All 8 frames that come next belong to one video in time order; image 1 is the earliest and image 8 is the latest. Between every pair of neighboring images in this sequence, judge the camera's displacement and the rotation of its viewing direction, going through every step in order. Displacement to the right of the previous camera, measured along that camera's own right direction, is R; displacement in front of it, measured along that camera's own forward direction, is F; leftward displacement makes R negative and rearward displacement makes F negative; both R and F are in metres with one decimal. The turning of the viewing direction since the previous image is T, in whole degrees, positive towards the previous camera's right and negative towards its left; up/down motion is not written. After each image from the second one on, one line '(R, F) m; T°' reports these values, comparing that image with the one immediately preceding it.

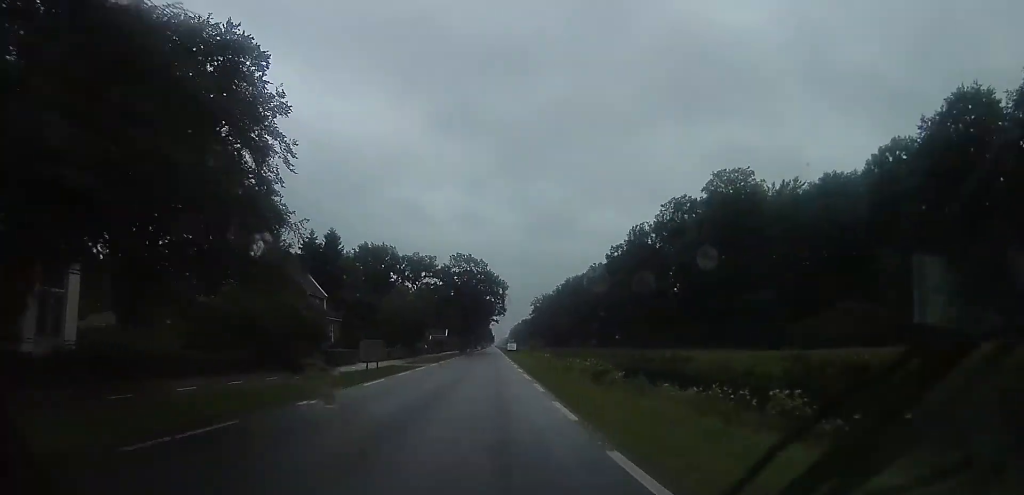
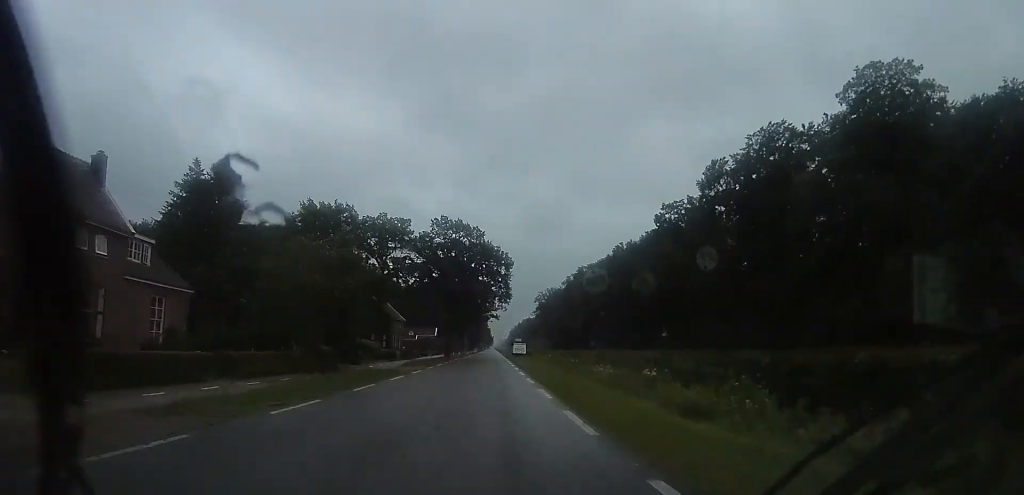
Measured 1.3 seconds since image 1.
(+0.9, +31.7) m; +3°
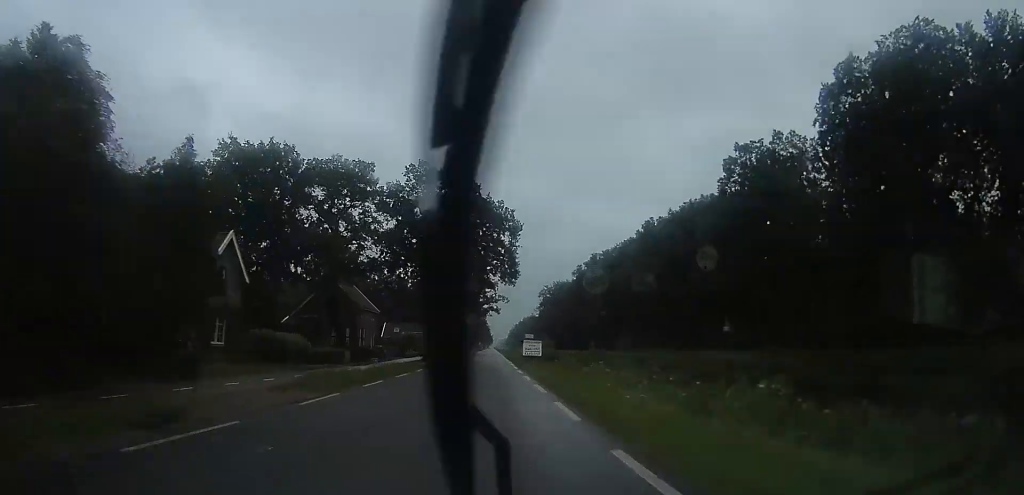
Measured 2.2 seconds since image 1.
(+0.5, +22.7) m; 0°
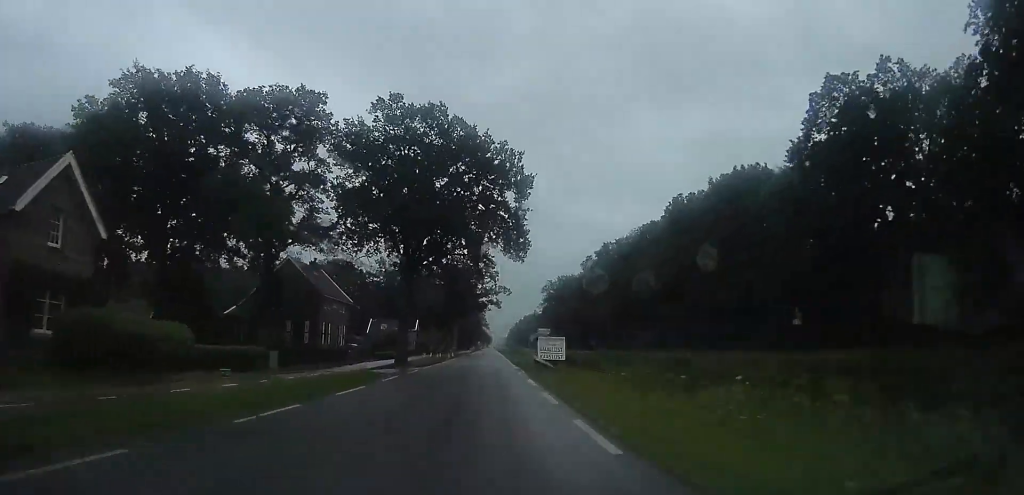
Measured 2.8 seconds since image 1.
(-0.2, +15.1) m; -2°
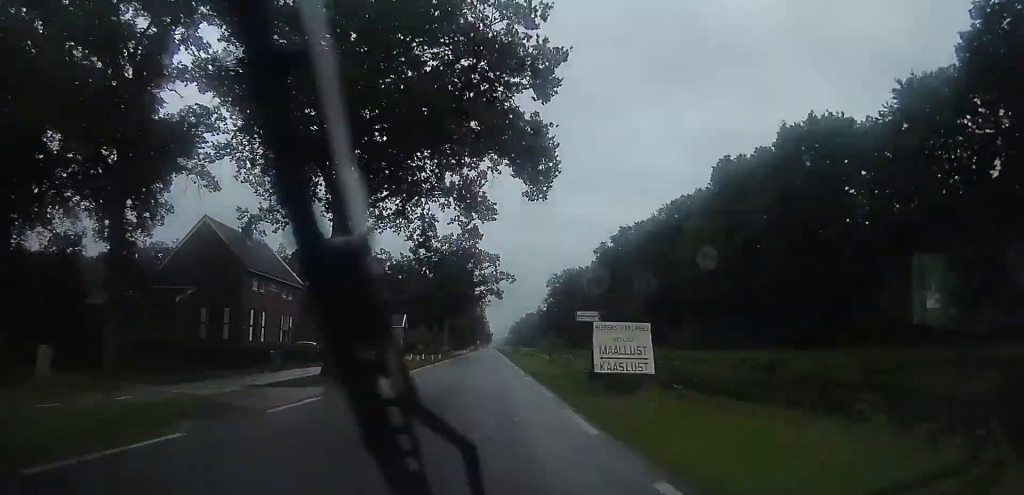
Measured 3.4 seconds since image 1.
(-0.3, +16.7) m; -1°
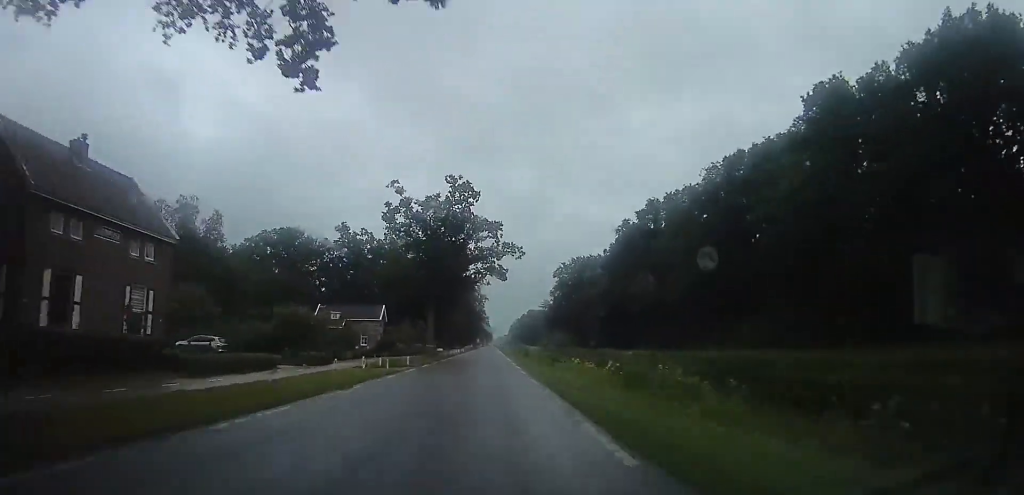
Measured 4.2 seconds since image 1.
(-0.2, +20.1) m; 0°
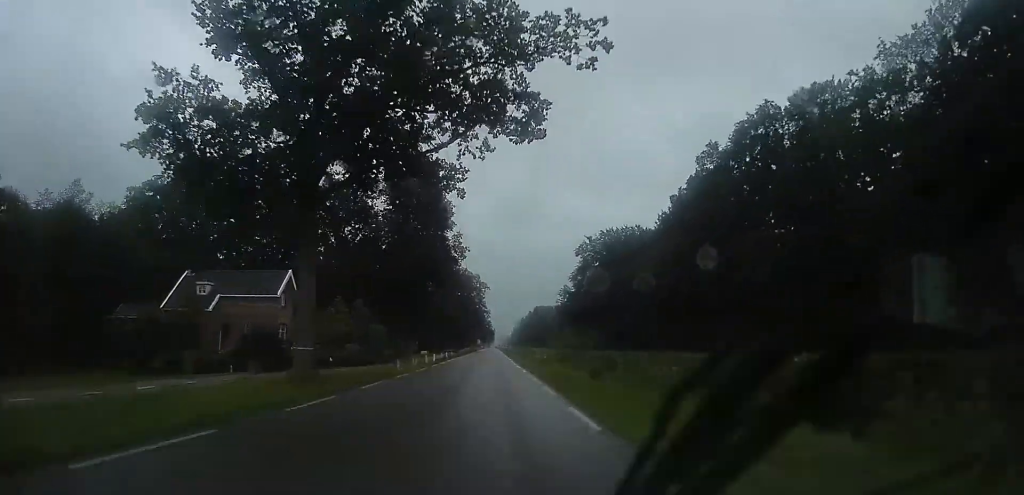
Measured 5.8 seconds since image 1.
(0.0, +39.6) m; +1°
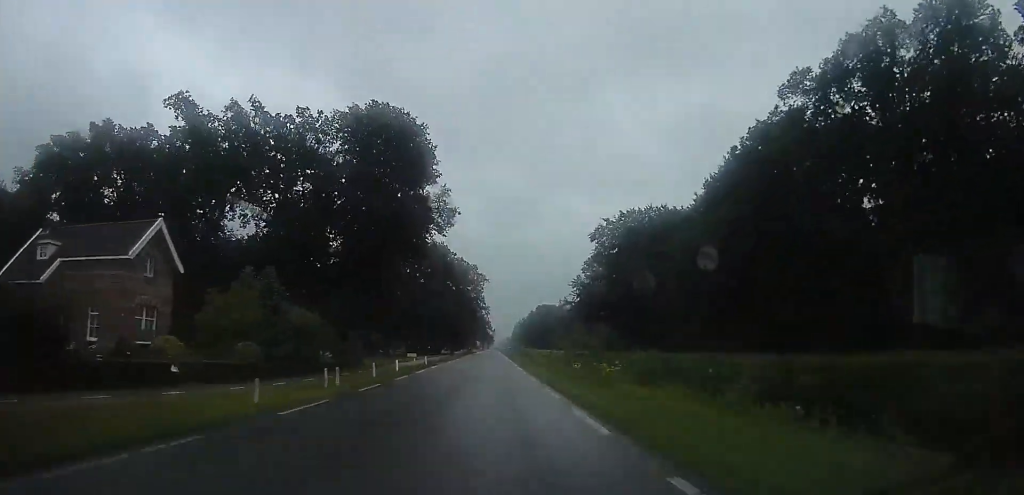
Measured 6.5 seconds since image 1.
(+0.3, +18.4) m; 0°
